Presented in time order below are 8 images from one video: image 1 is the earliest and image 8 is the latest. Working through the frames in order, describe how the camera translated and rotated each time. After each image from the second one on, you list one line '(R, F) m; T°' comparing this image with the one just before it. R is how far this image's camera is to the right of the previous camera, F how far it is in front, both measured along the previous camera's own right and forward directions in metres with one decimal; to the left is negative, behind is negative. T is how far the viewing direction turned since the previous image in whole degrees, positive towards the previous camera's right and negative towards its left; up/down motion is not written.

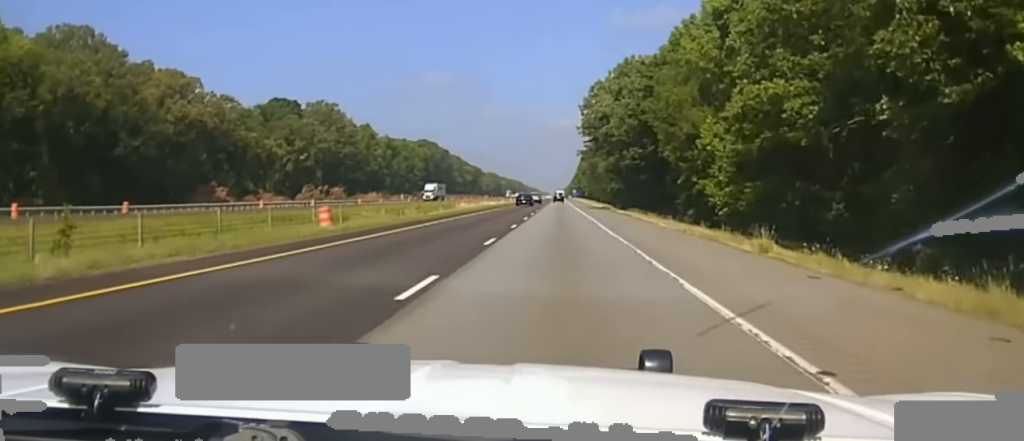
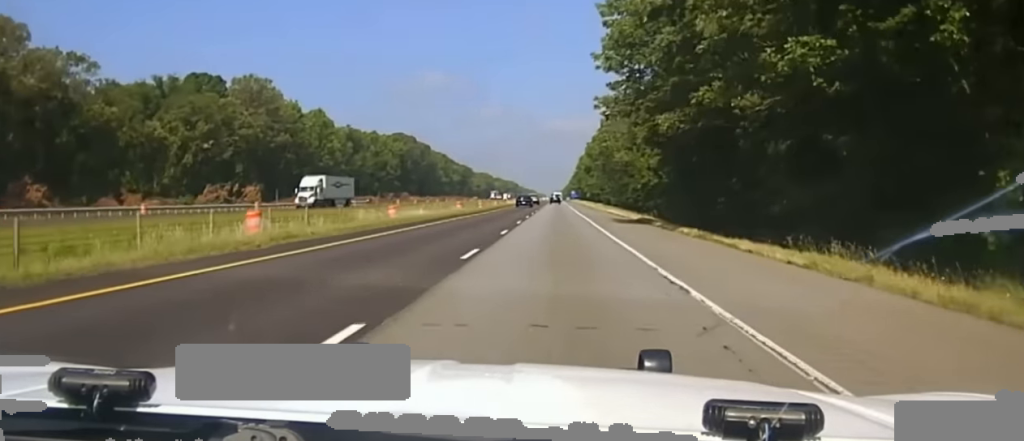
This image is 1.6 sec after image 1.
(-0.3, +51.7) m; 0°
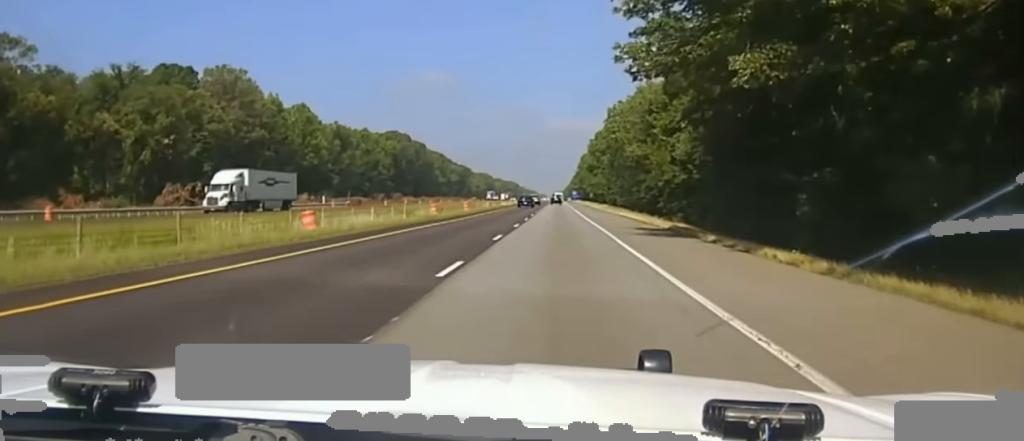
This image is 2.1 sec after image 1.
(0.0, +16.3) m; 0°
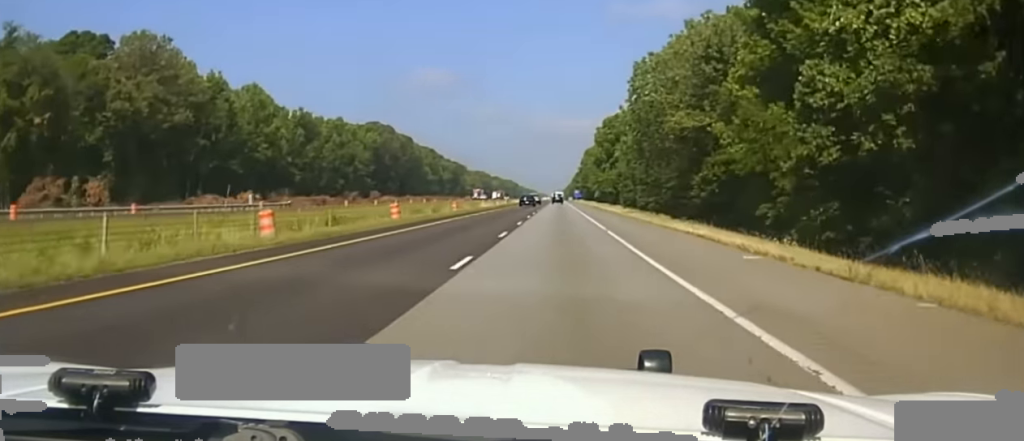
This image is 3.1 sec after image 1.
(0.0, +39.2) m; 0°
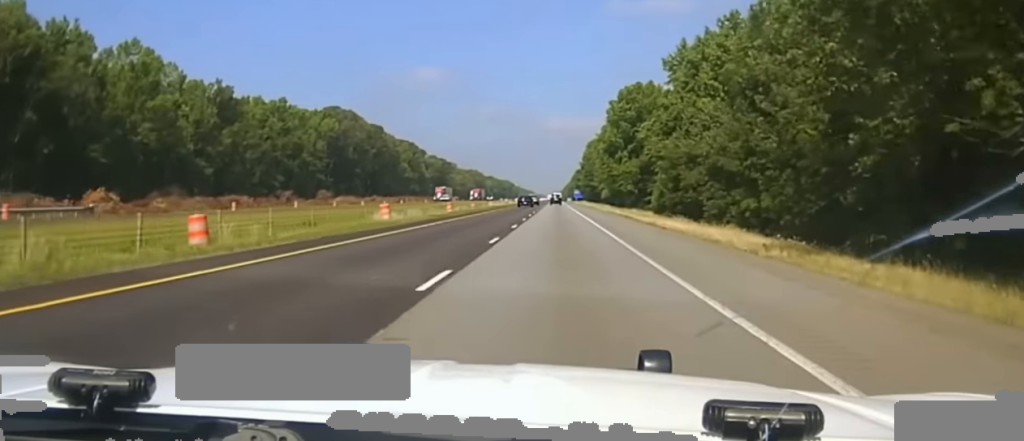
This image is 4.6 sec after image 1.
(0.0, +58.7) m; 0°
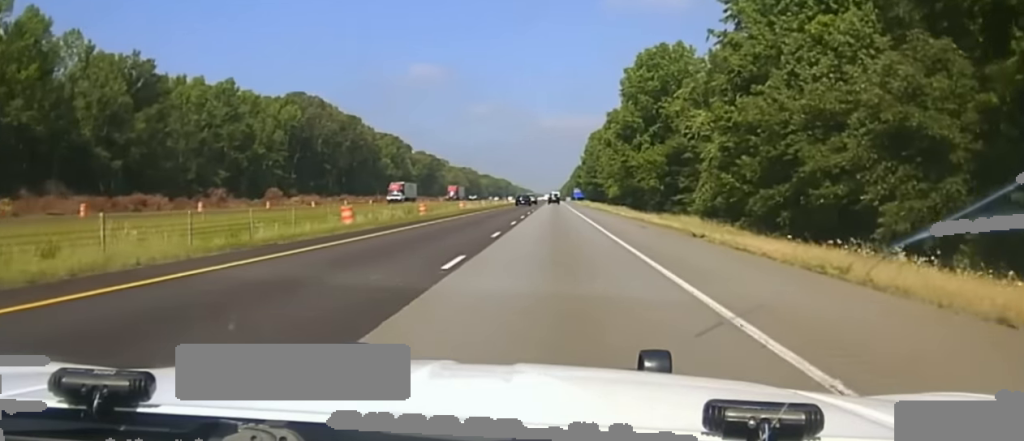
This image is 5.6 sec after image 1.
(+0.3, +33.6) m; 0°
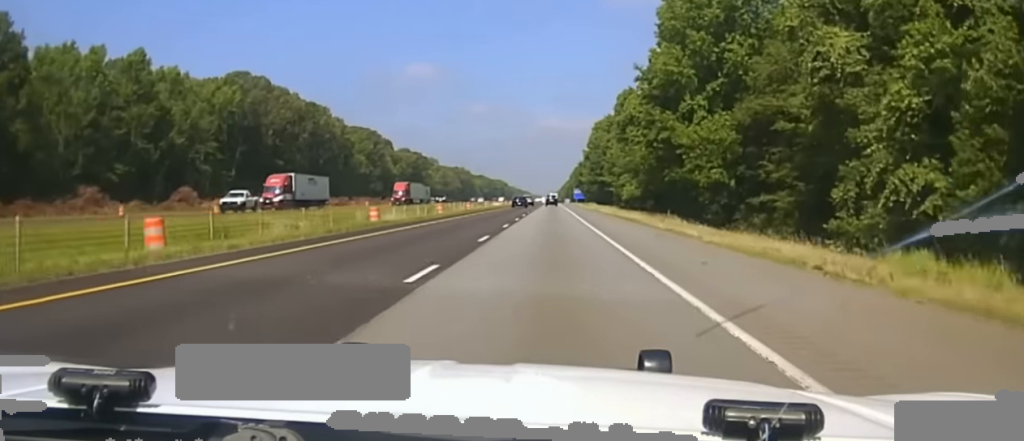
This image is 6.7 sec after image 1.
(-0.4, +33.1) m; 0°
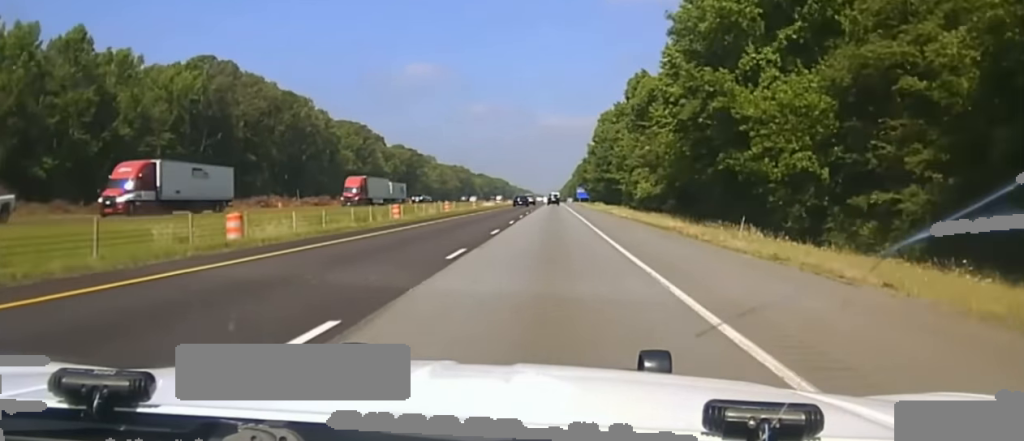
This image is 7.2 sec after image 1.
(+0.1, +12.8) m; 0°
